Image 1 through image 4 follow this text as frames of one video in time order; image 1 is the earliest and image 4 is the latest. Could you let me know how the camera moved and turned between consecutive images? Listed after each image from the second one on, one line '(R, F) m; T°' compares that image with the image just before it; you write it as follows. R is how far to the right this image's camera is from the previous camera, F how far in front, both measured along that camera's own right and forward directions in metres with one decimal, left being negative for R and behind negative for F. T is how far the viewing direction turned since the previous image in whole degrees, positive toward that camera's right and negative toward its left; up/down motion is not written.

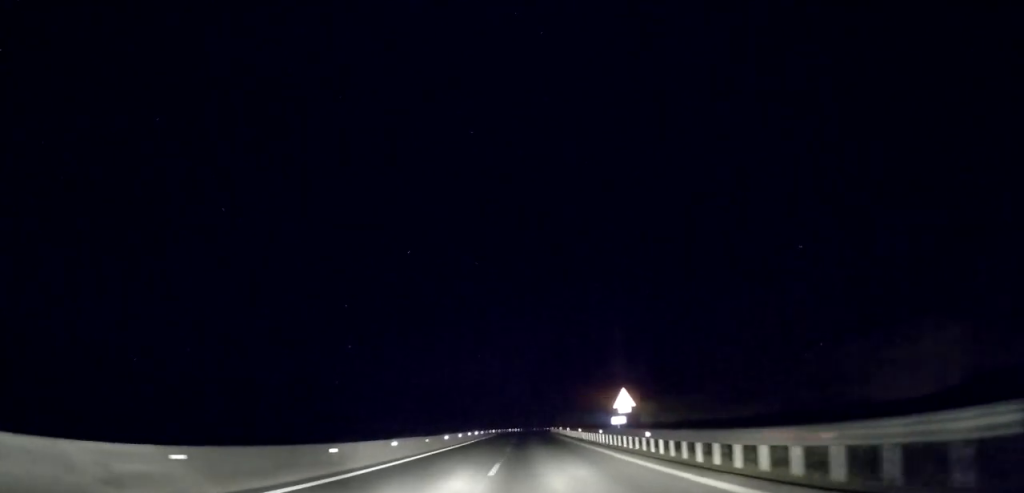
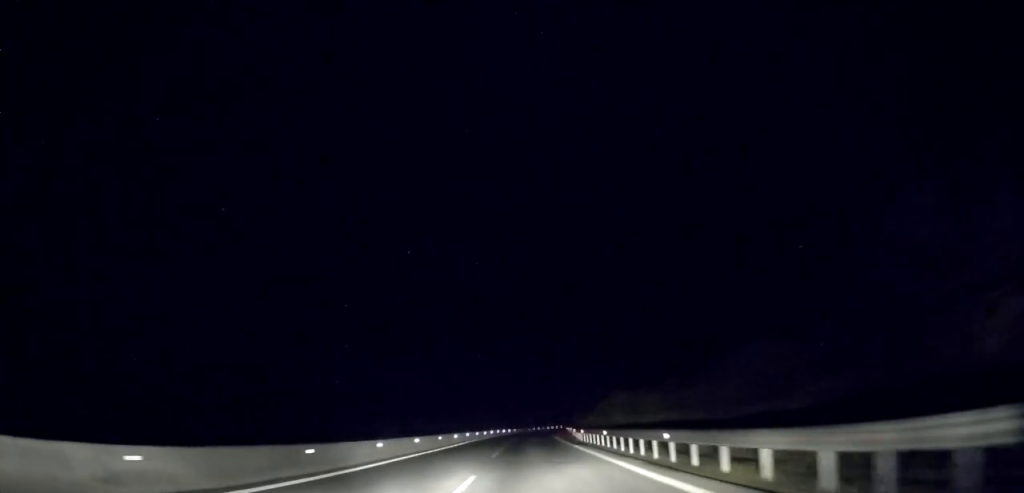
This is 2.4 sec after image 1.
(-0.4, +63.2) m; 0°
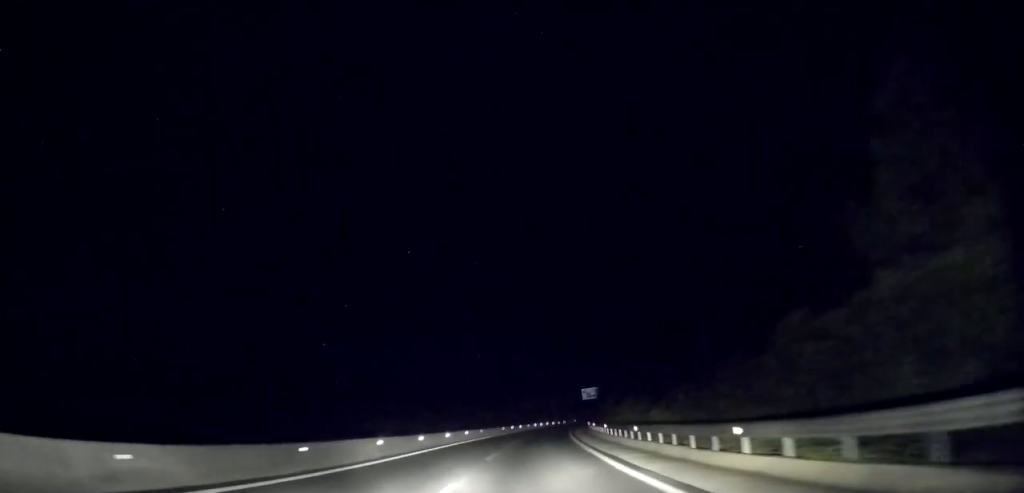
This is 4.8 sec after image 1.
(+1.6, +62.5) m; +3°
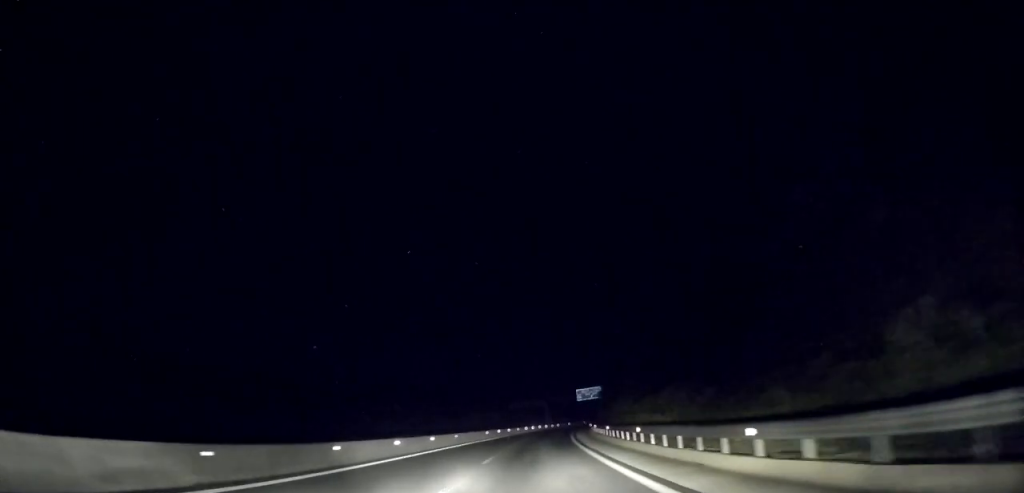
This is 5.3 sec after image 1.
(0.0, +12.3) m; +1°
